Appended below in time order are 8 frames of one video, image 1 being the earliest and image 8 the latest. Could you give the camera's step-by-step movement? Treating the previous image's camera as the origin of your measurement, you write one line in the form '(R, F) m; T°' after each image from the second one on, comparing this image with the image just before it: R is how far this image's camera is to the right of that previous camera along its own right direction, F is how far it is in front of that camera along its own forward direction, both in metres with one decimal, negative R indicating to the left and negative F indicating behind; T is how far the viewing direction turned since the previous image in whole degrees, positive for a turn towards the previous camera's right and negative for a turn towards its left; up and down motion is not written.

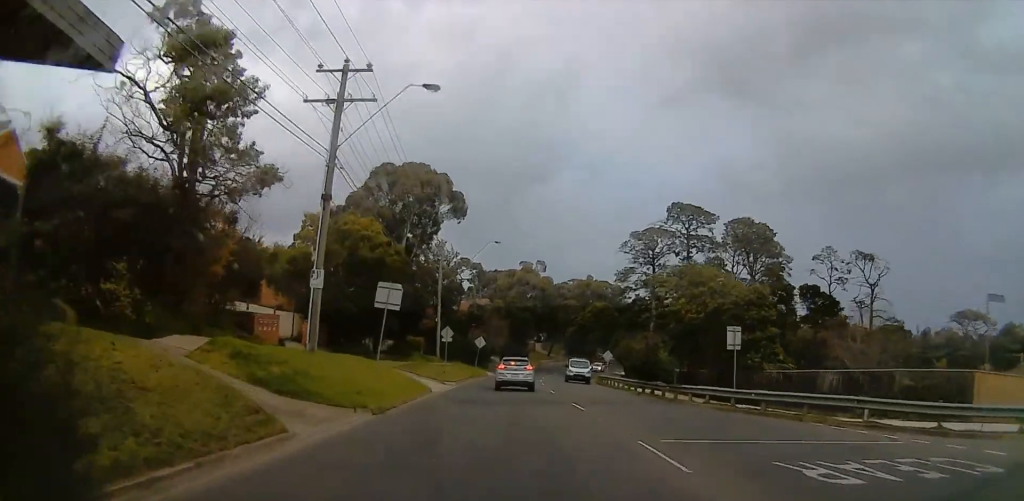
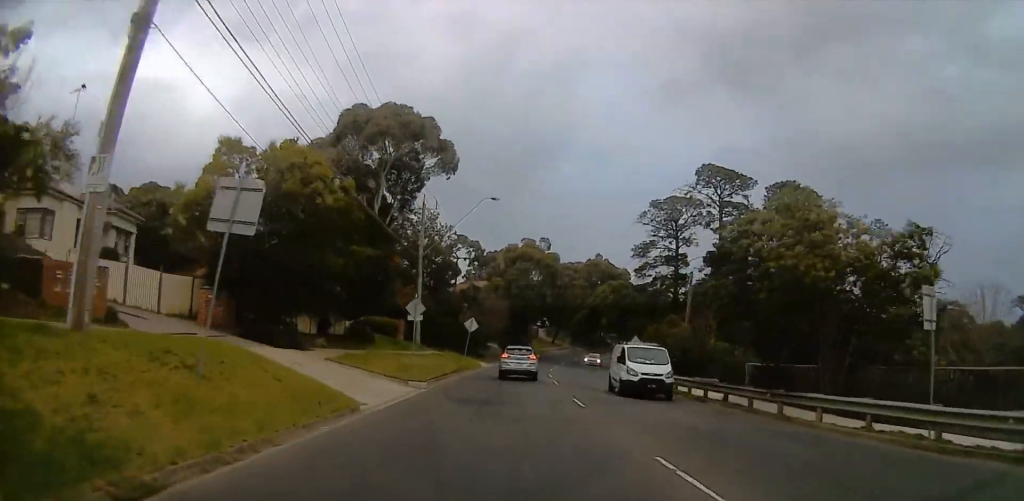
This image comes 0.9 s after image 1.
(-0.2, +12.5) m; -1°
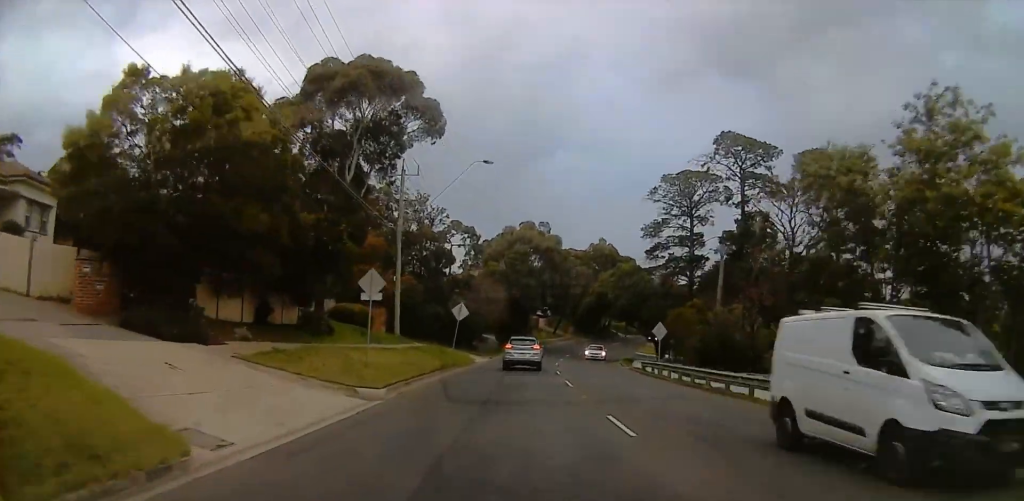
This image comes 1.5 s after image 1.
(0.0, +8.1) m; 0°
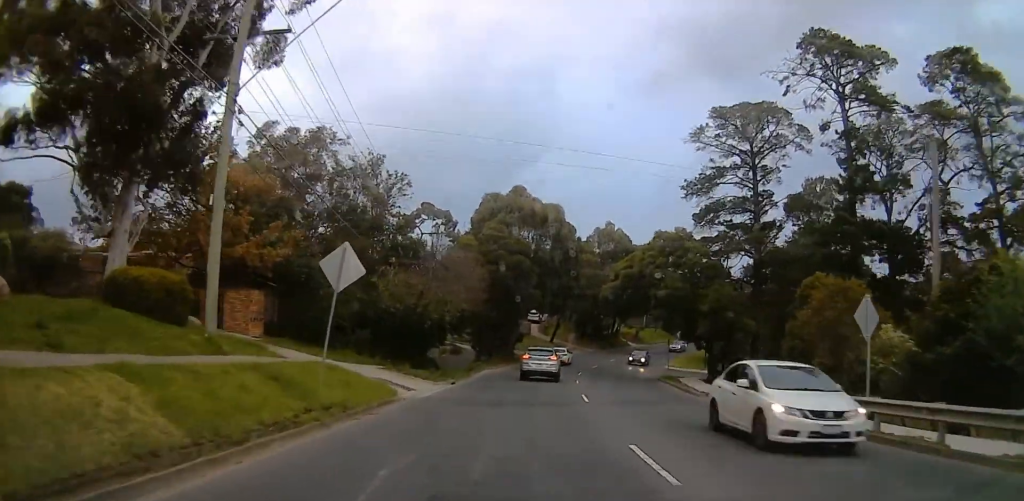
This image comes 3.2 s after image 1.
(+0.1, +22.6) m; +2°
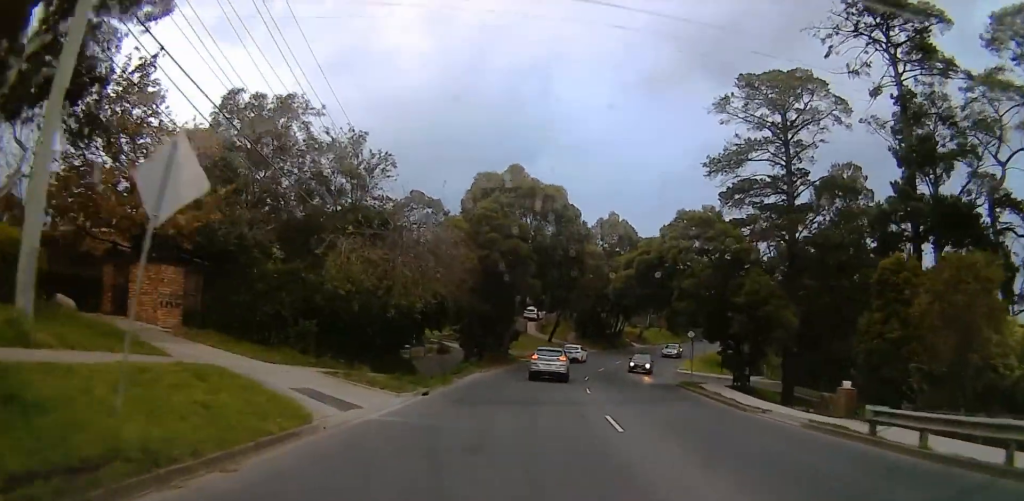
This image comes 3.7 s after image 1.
(+0.1, +6.8) m; +1°
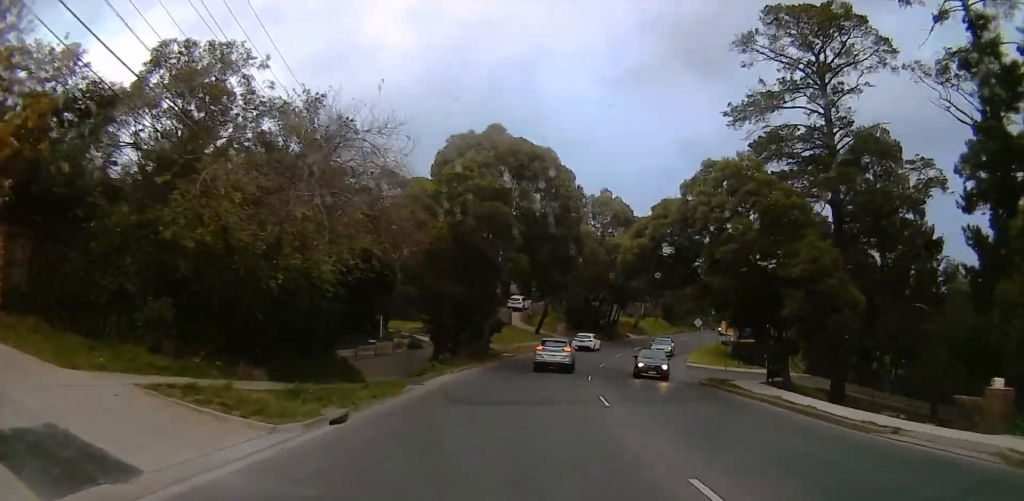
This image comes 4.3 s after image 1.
(+0.1, +8.3) m; +1°
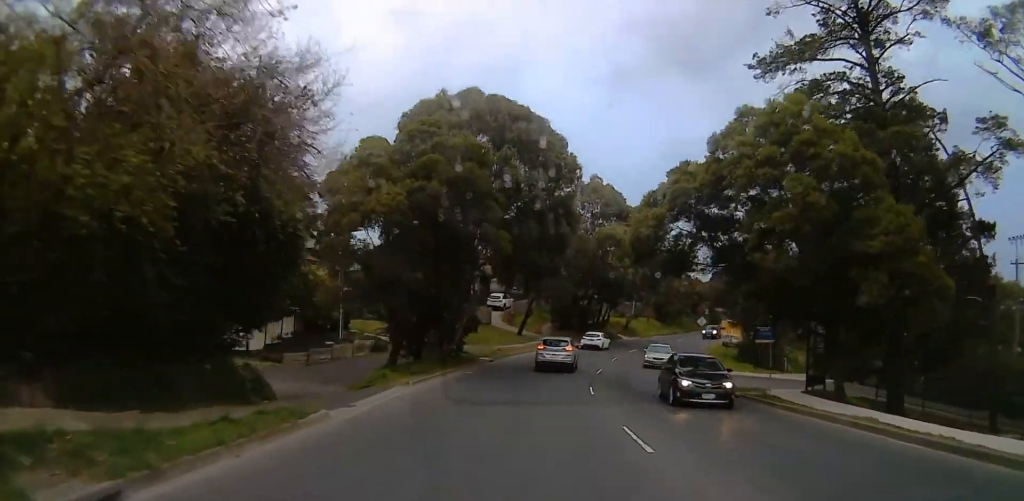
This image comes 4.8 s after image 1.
(0.0, +7.0) m; 0°
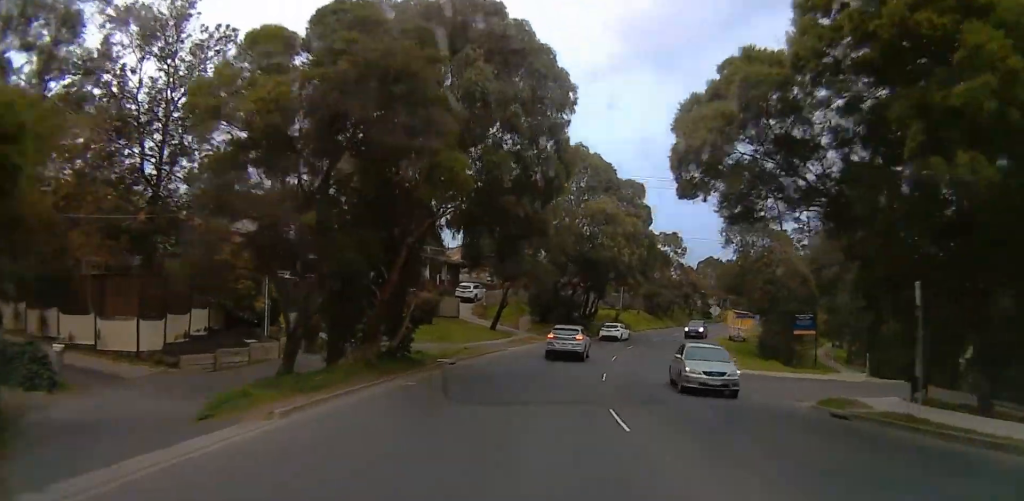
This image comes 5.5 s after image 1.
(0.0, +9.9) m; +2°
